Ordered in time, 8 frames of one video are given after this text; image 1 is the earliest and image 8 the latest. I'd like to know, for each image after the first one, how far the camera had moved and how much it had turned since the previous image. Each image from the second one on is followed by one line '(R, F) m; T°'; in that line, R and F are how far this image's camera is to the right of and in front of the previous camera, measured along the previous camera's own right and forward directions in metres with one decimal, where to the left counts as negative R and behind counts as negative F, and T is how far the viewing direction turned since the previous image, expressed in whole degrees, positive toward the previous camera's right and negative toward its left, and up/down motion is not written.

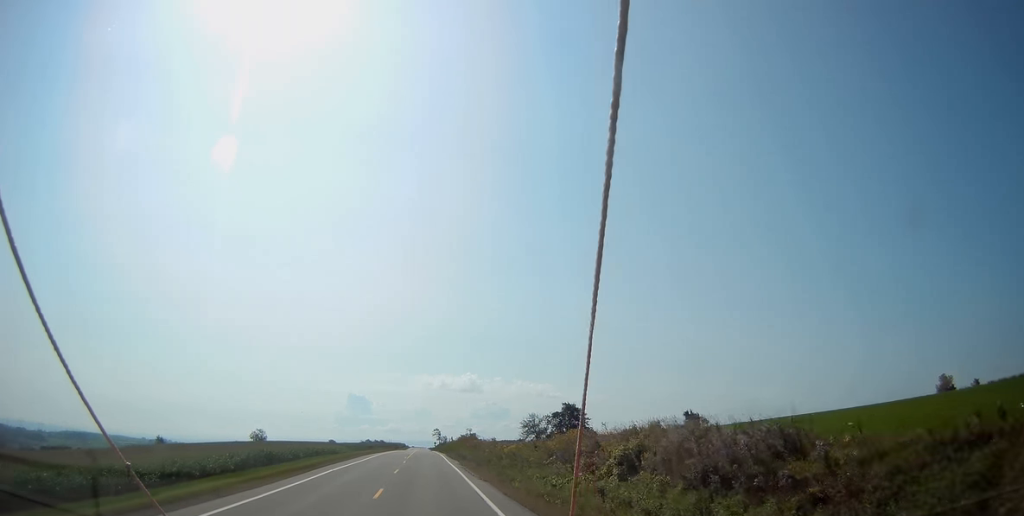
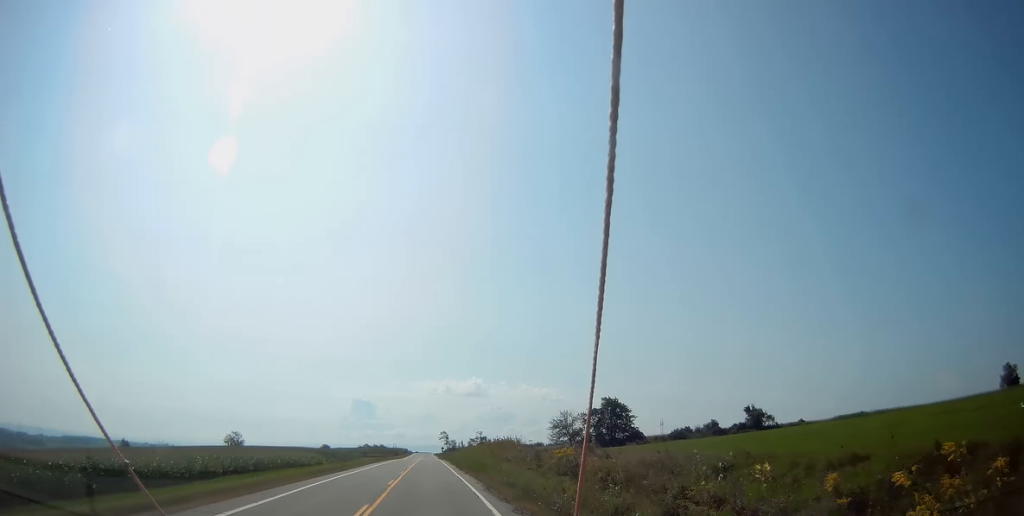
(0.0, +39.8) m; -1°
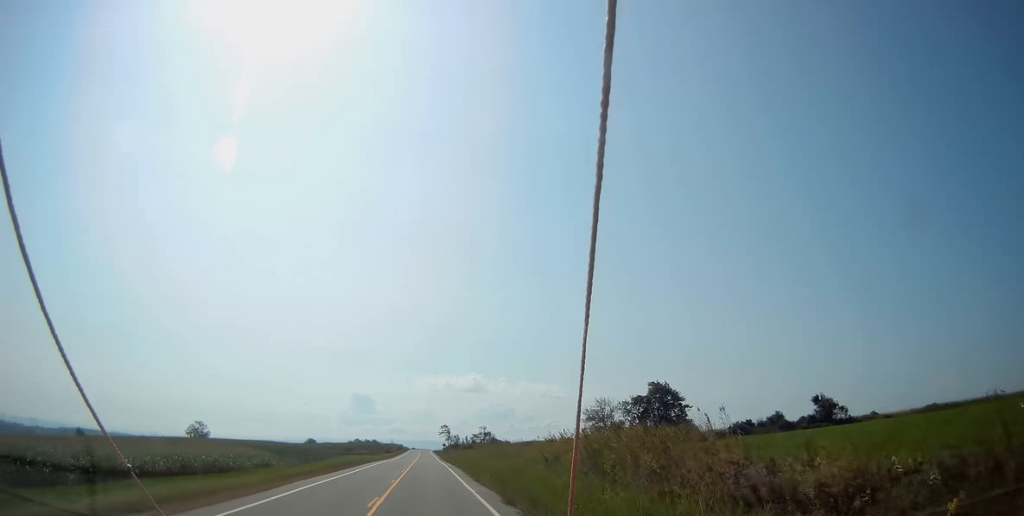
(-0.3, +34.8) m; 0°
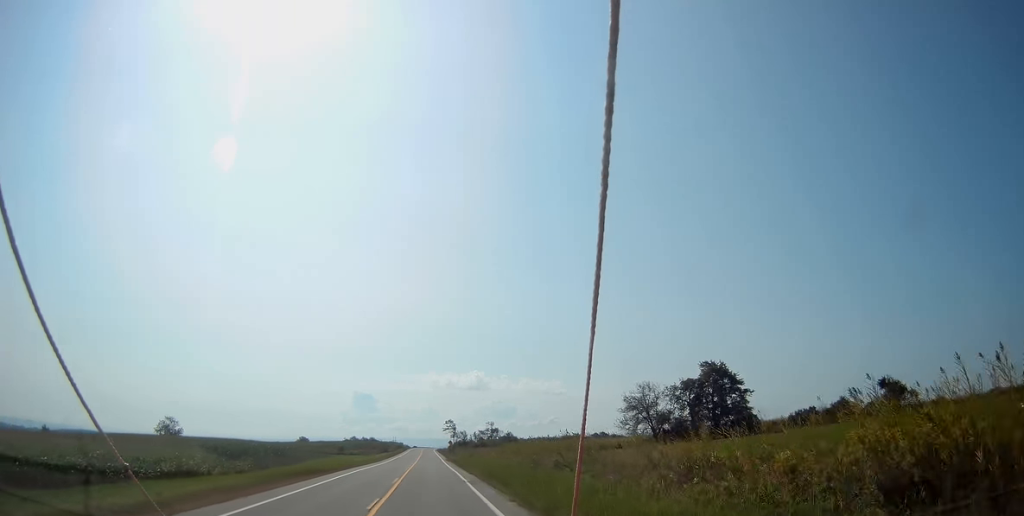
(+0.2, +24.1) m; 0°
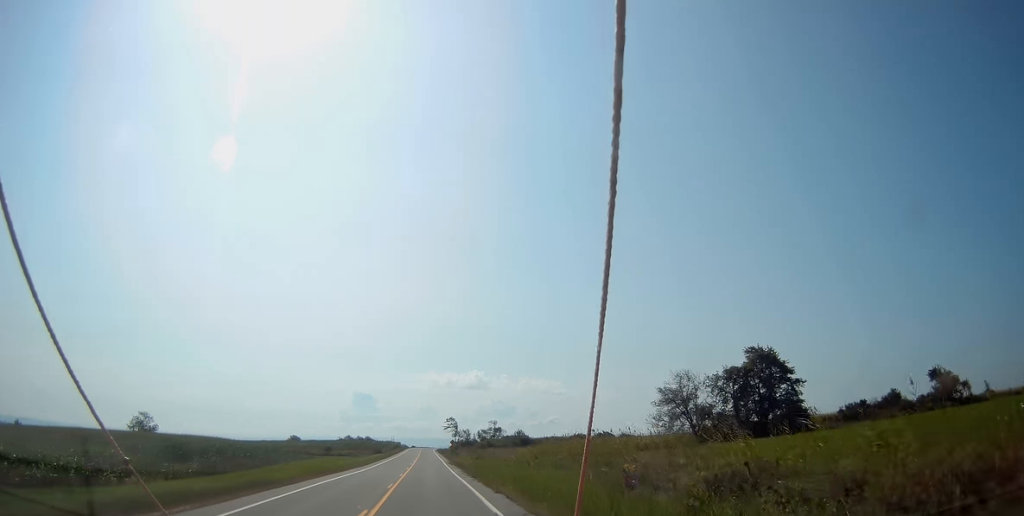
(+0.1, +15.9) m; 0°
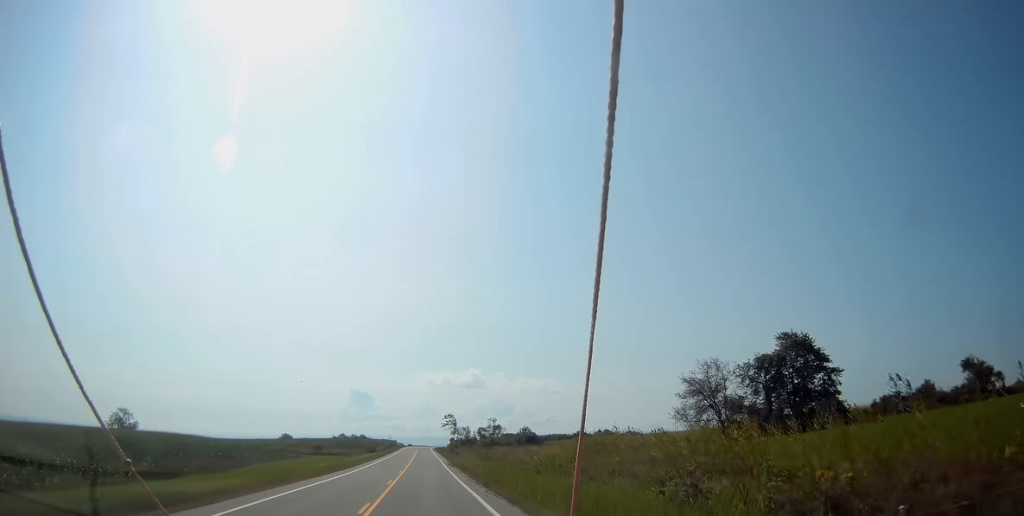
(-0.1, +9.9) m; 0°
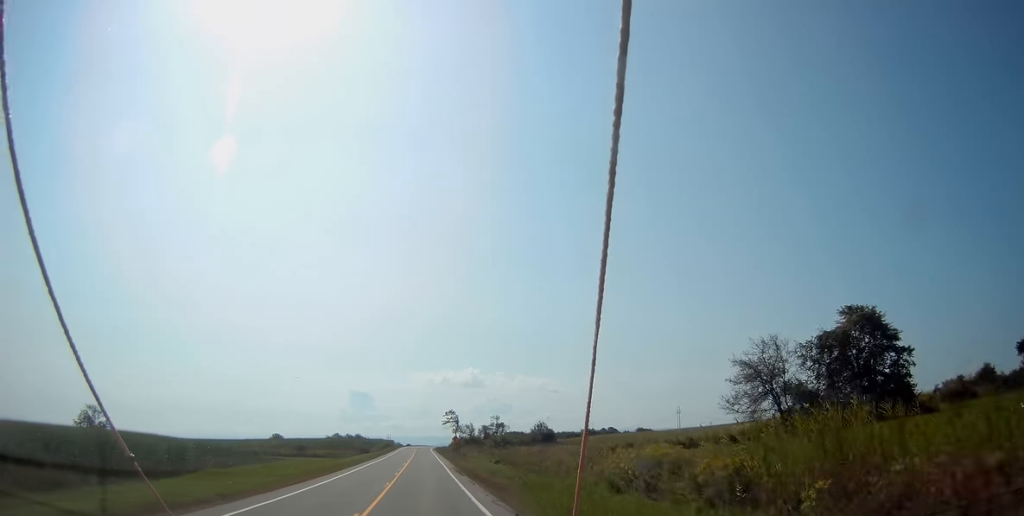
(-0.2, +14.4) m; 0°
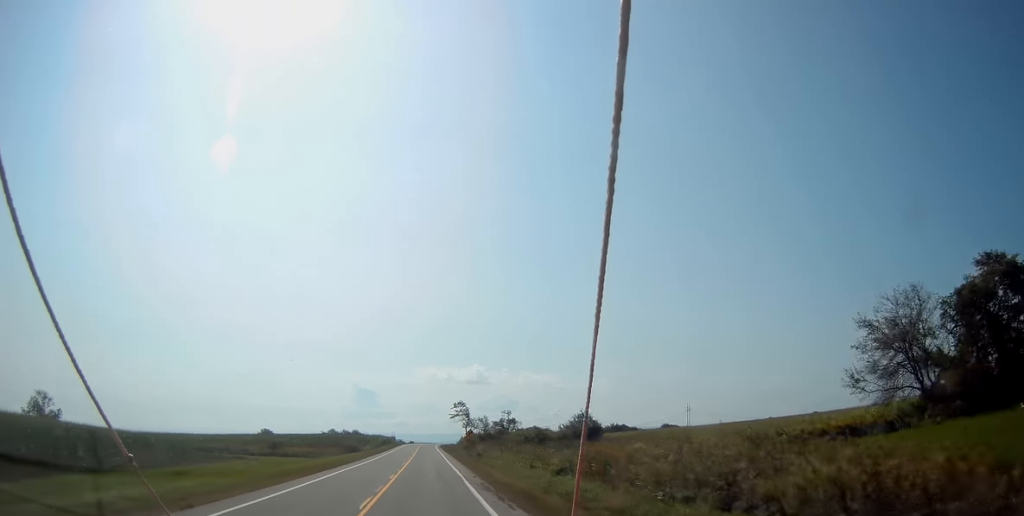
(+0.3, +21.3) m; 0°
